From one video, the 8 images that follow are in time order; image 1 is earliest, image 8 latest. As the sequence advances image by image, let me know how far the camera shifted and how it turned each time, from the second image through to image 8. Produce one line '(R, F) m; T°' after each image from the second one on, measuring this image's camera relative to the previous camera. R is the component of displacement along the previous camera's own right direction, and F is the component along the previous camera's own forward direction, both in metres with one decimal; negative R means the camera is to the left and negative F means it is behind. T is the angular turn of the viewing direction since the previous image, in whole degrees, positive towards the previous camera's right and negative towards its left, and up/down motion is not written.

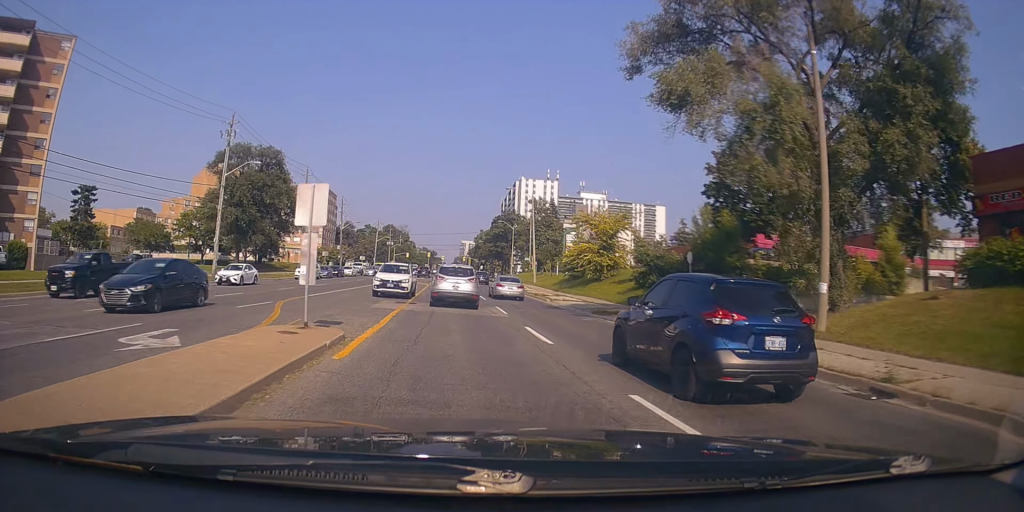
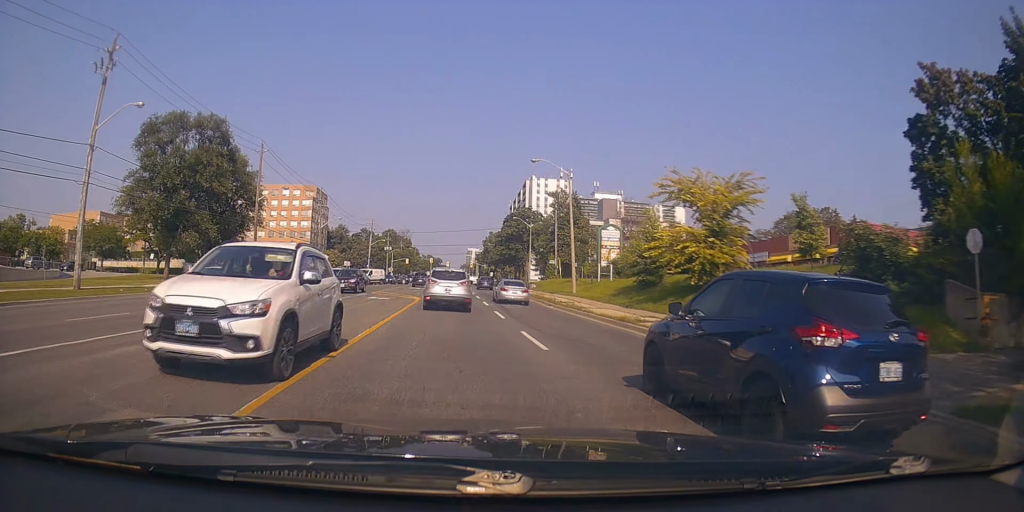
(-0.4, +19.7) m; -3°
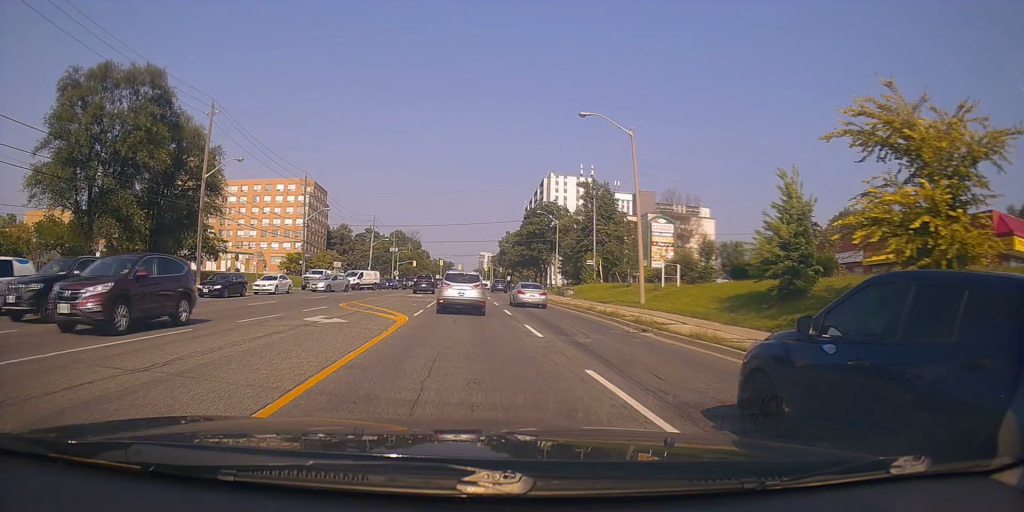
(-0.3, +14.7) m; -1°
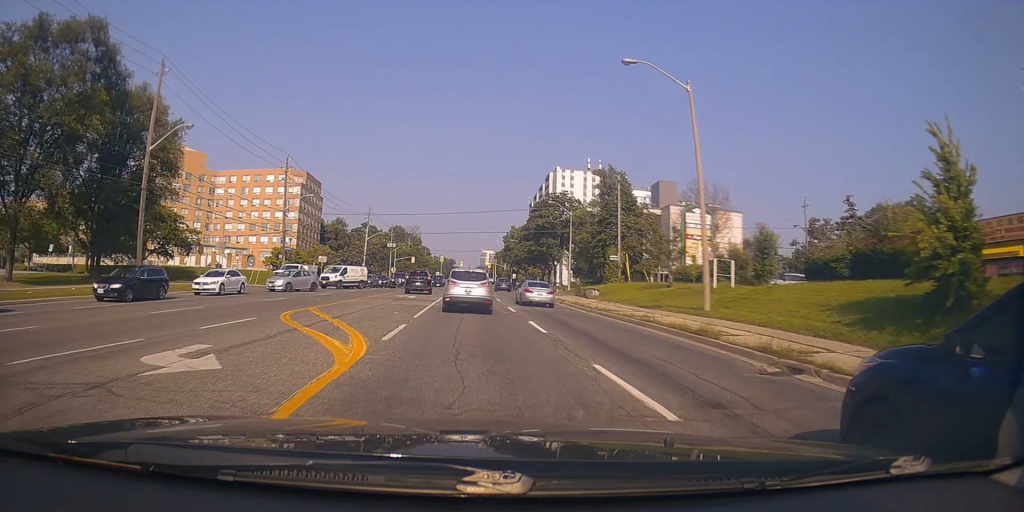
(0.0, +8.4) m; 0°
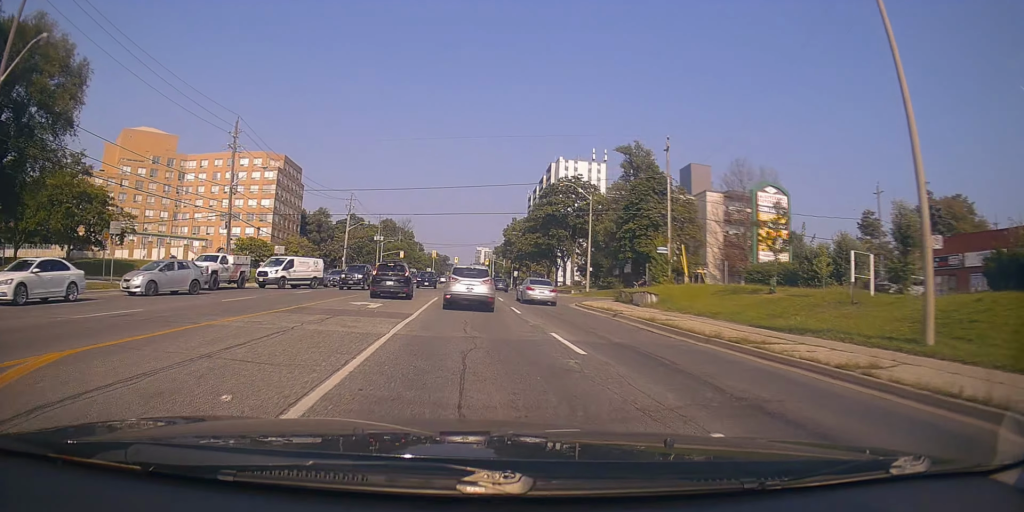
(+0.1, +13.6) m; +1°
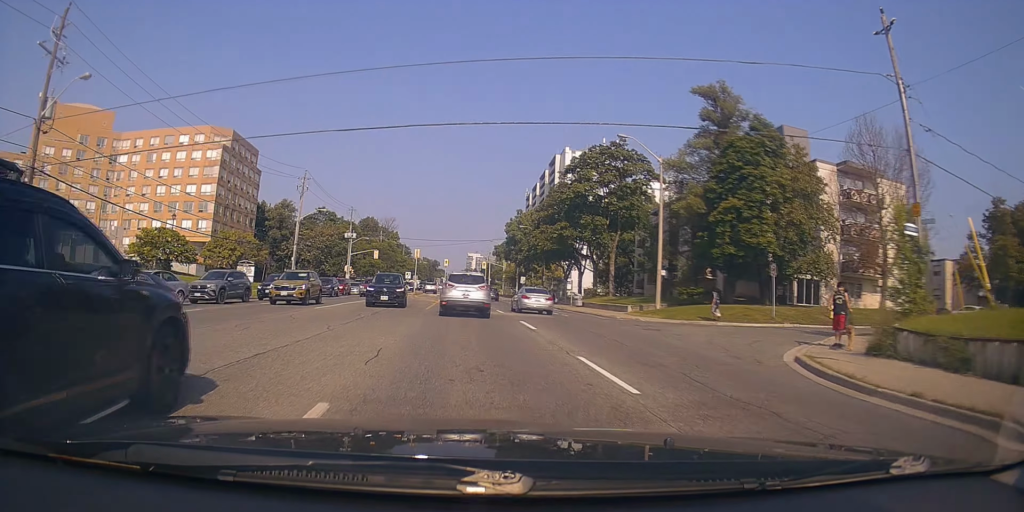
(+0.4, +24.2) m; 0°
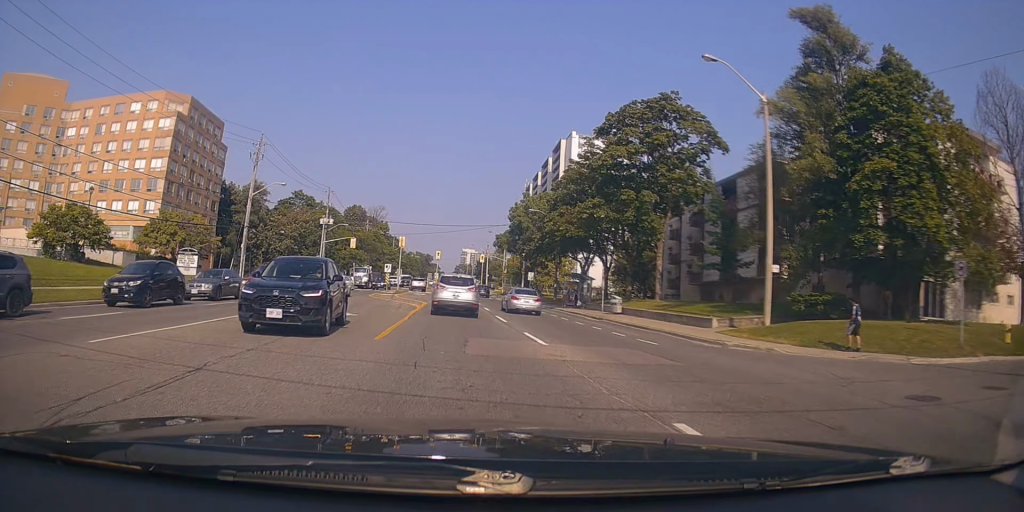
(-0.6, +14.7) m; -1°
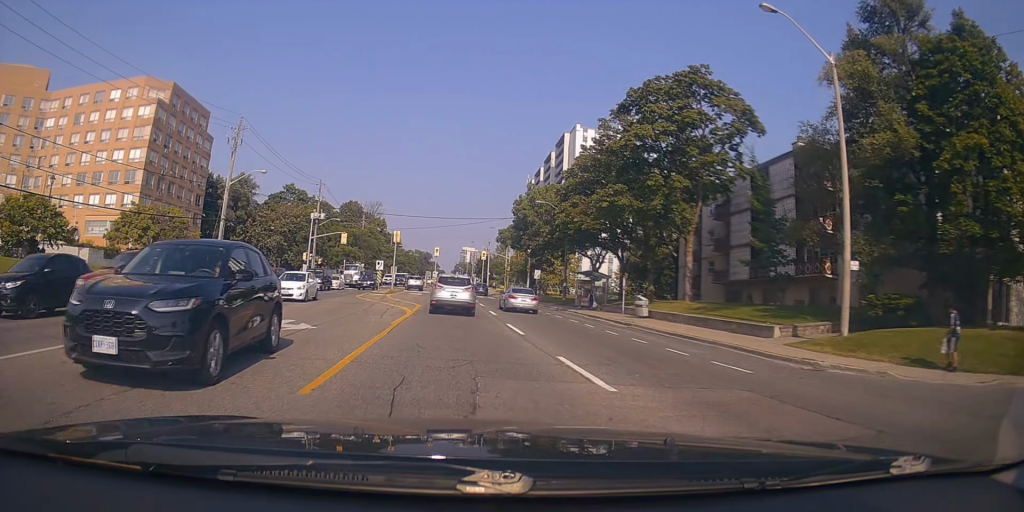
(+0.2, +5.5) m; +1°
